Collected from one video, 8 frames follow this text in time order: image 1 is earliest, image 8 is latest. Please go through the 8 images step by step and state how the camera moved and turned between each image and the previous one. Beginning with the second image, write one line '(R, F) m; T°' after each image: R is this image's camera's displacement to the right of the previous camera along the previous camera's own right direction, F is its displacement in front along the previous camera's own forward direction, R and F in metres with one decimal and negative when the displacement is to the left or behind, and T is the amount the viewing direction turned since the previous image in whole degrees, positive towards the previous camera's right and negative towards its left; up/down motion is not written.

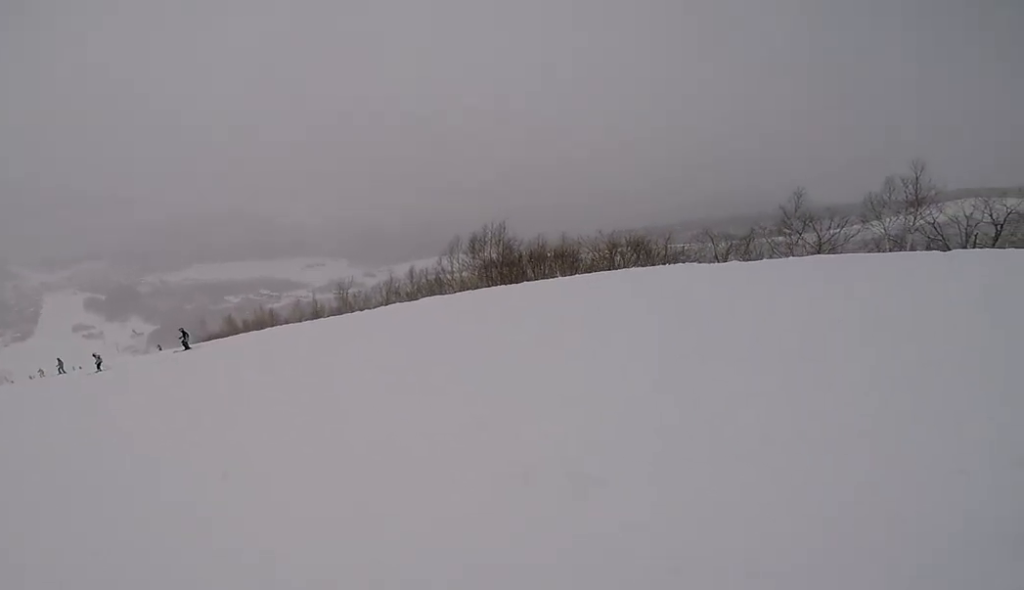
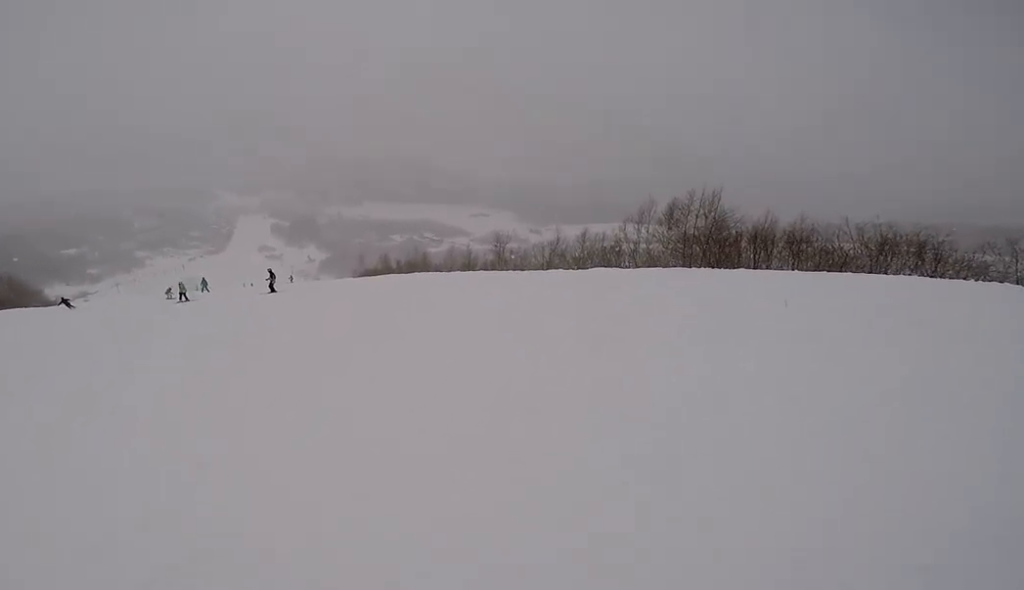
(-0.1, +4.3) m; -18°
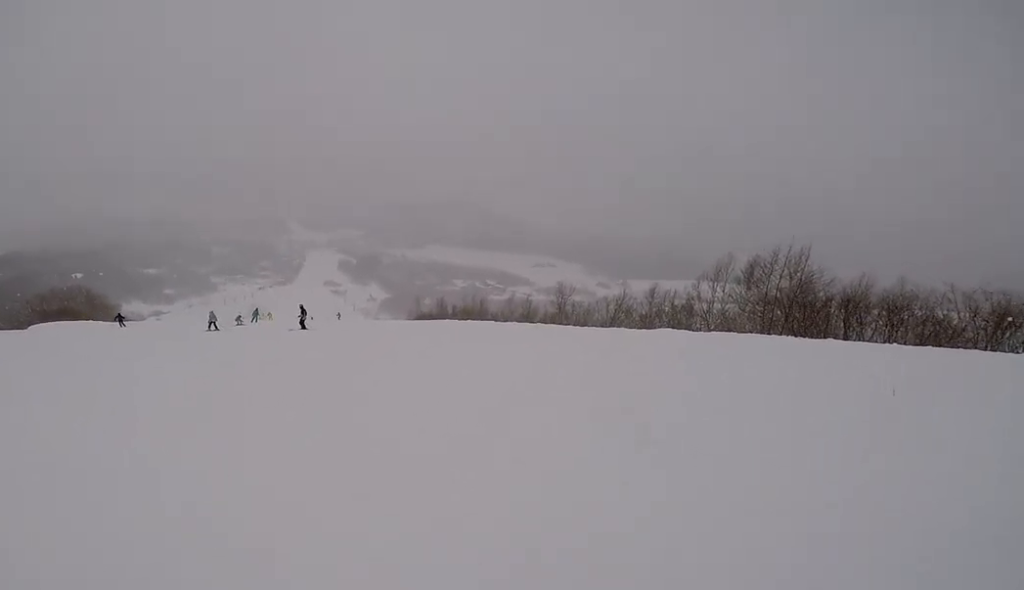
(-0.4, +1.6) m; -8°
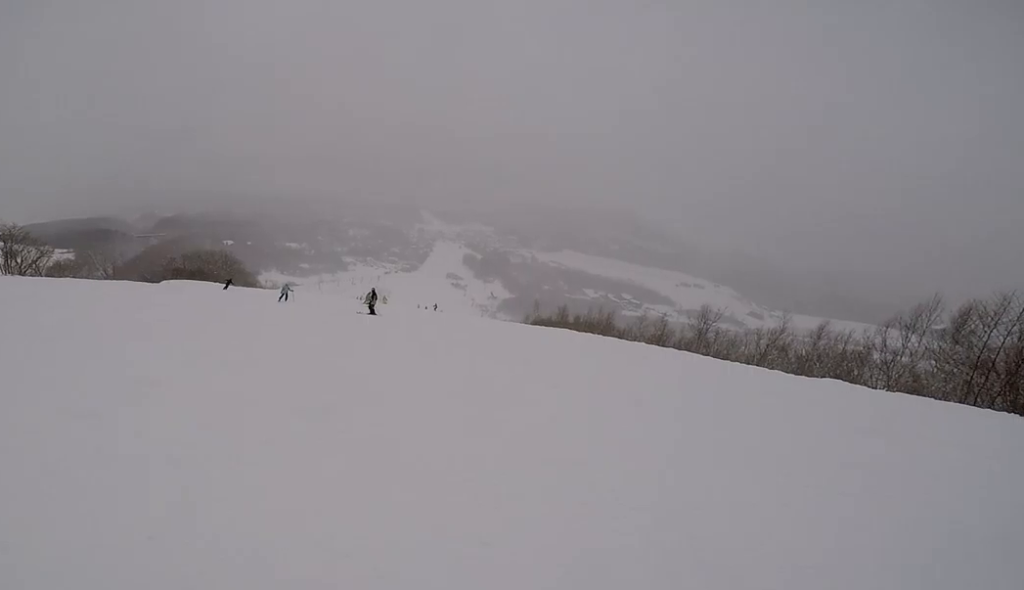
(-0.4, +2.7) m; -16°
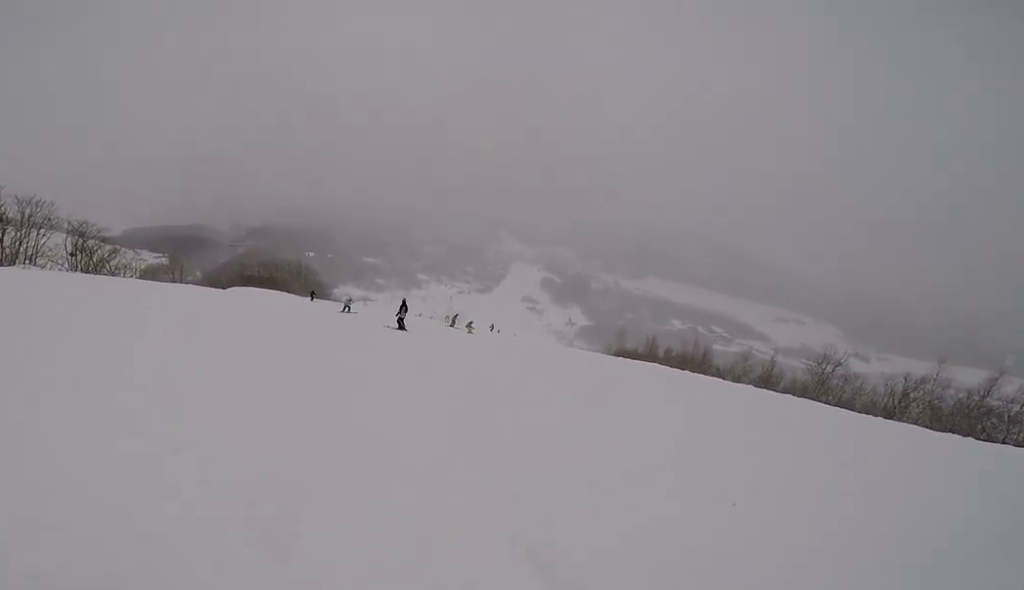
(-0.3, +3.5) m; -23°
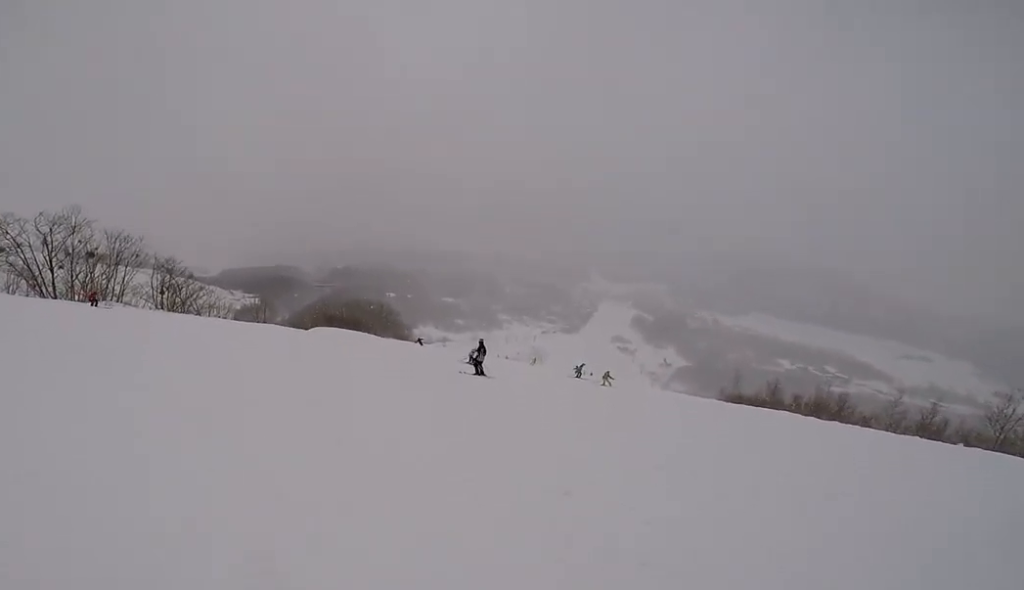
(-1.1, +3.3) m; -17°
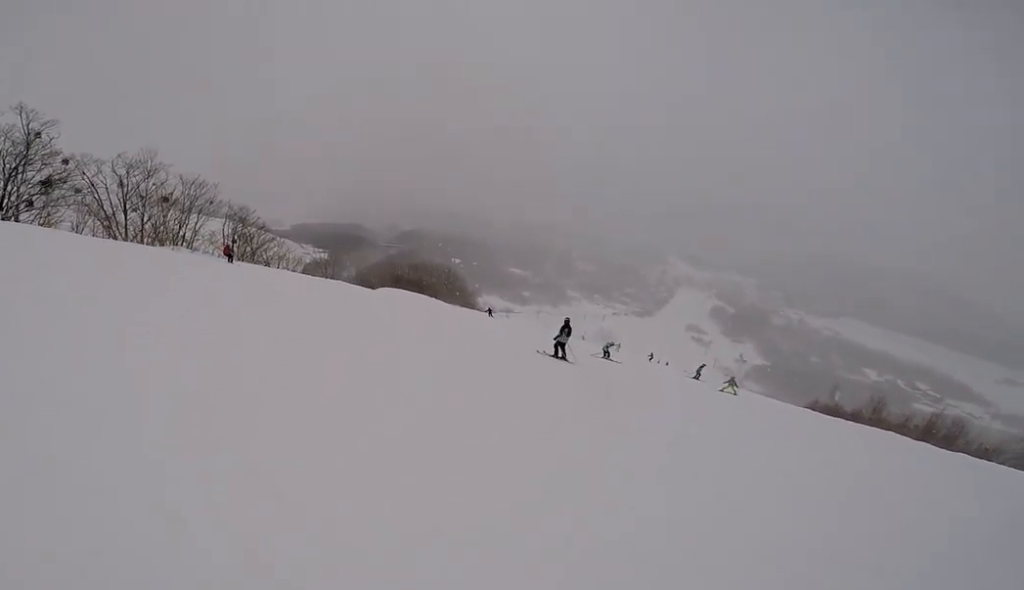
(-0.1, +2.9) m; +4°
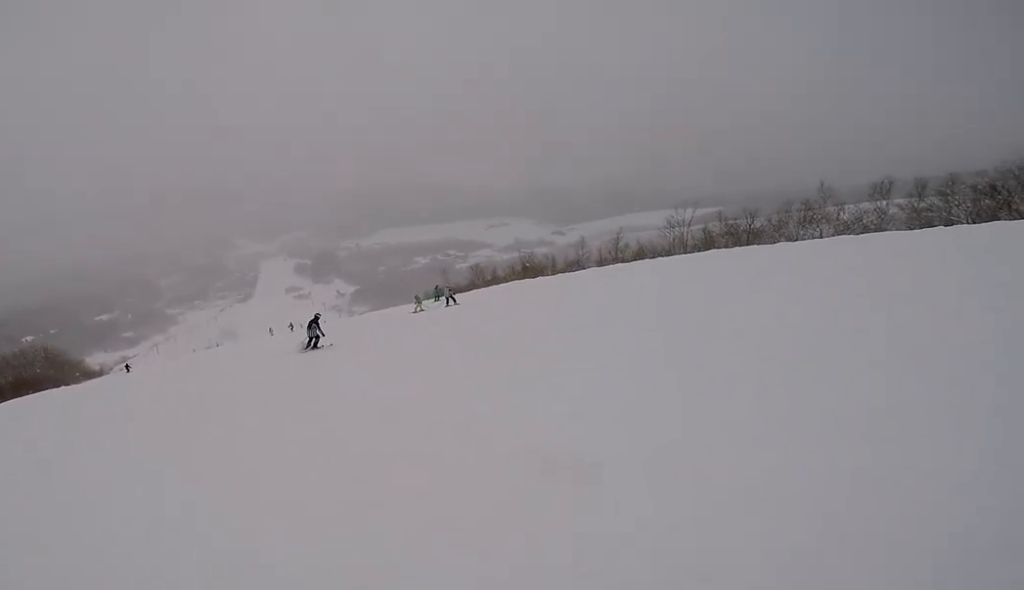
(+3.2, +6.6) m; +60°
